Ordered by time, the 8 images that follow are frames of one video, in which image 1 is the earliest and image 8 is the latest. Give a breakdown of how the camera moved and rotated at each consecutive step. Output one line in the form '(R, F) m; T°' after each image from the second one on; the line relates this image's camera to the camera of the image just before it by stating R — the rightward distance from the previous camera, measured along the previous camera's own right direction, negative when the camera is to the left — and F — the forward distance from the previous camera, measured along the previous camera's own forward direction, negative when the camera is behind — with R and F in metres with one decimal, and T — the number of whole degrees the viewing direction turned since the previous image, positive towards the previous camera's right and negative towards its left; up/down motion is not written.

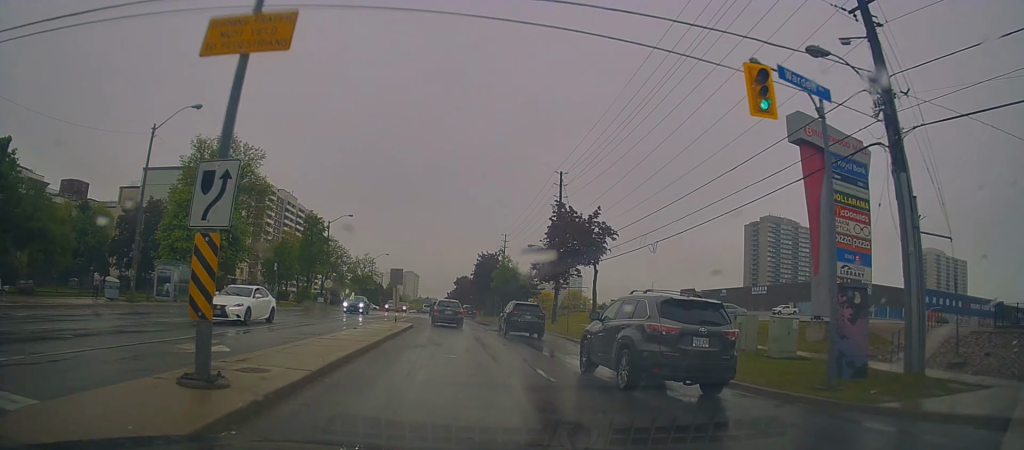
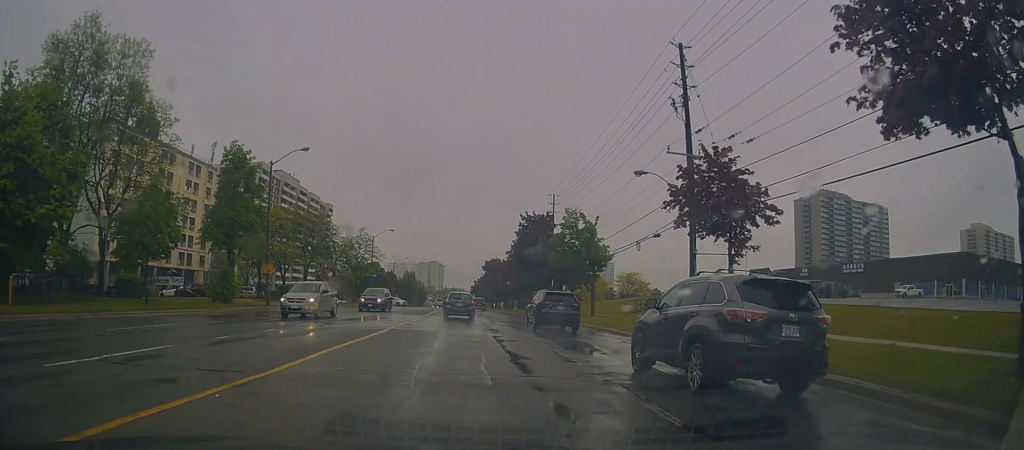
(-0.7, +29.0) m; -3°
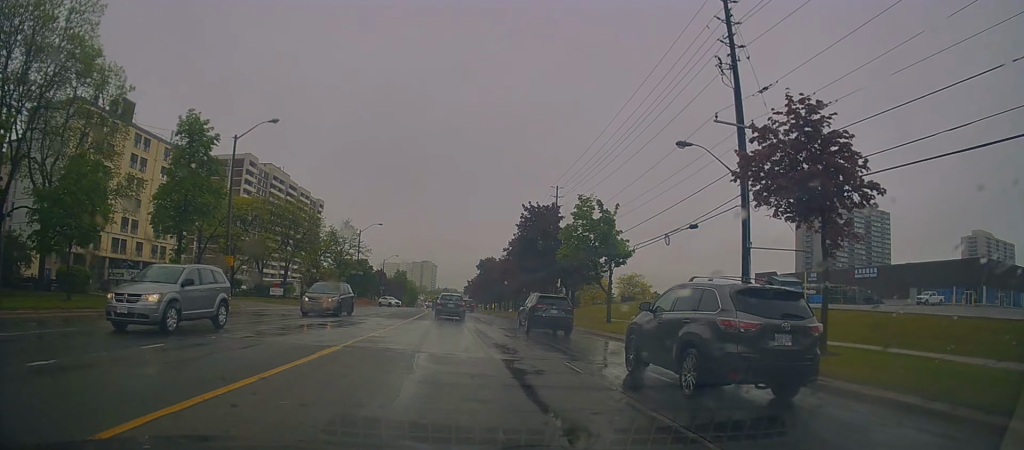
(-0.2, +6.5) m; +1°
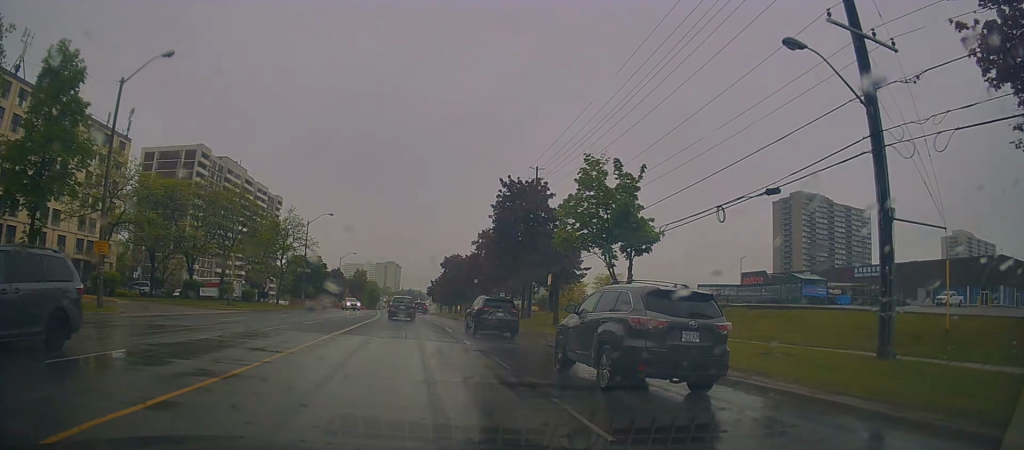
(+0.6, +10.2) m; +2°
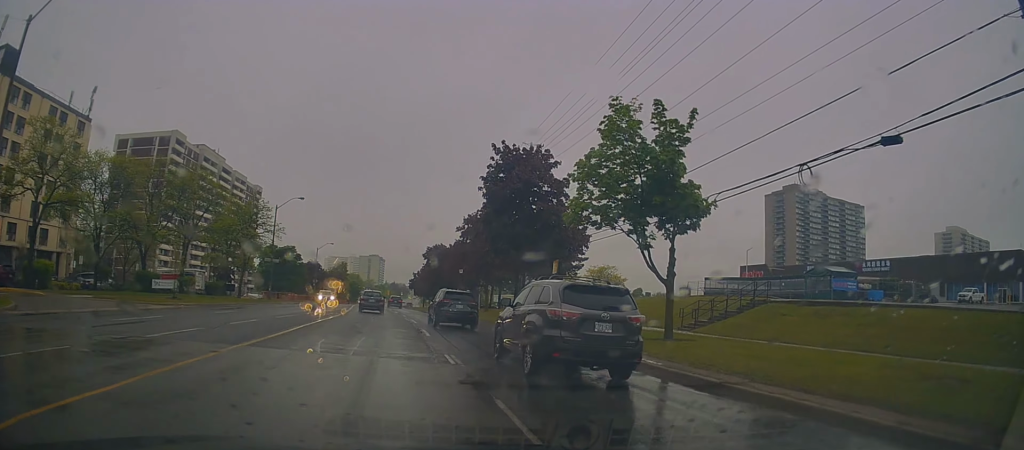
(-0.6, +6.8) m; +2°
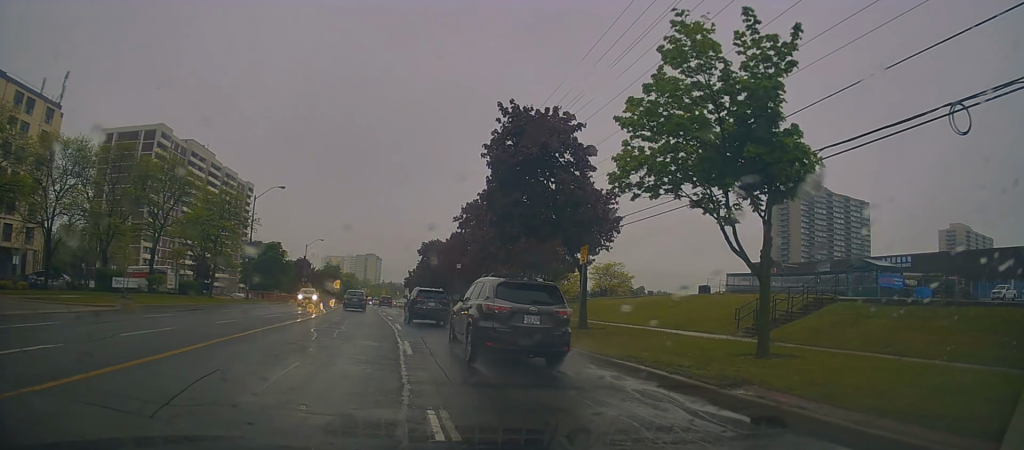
(+0.8, +6.4) m; +2°
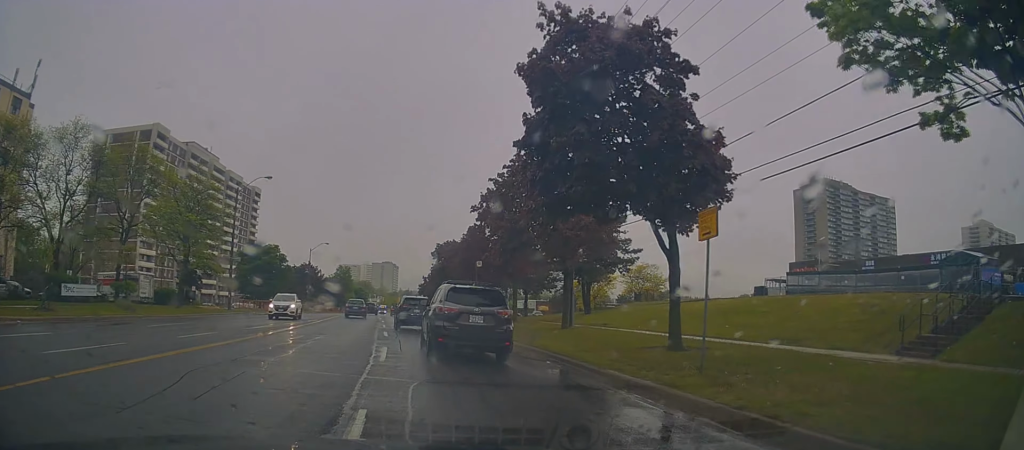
(-0.1, +9.0) m; -5°
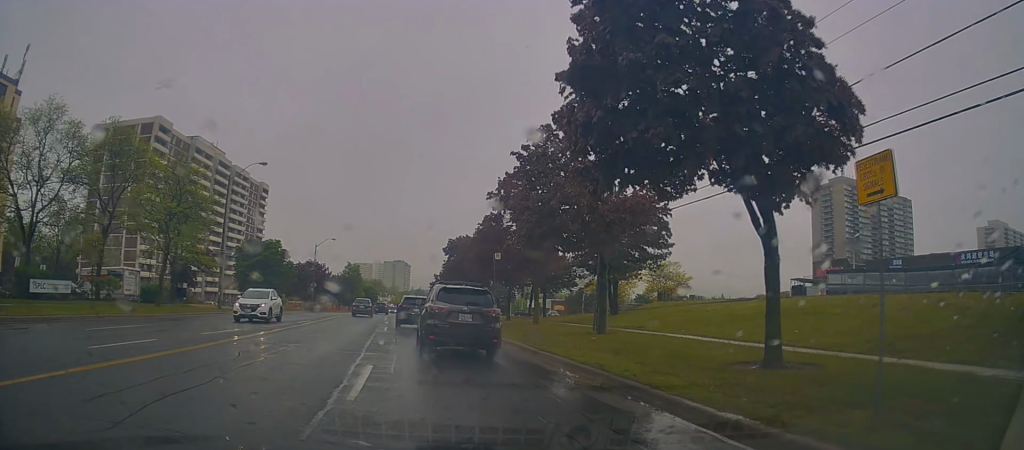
(-0.1, +4.7) m; -3°
